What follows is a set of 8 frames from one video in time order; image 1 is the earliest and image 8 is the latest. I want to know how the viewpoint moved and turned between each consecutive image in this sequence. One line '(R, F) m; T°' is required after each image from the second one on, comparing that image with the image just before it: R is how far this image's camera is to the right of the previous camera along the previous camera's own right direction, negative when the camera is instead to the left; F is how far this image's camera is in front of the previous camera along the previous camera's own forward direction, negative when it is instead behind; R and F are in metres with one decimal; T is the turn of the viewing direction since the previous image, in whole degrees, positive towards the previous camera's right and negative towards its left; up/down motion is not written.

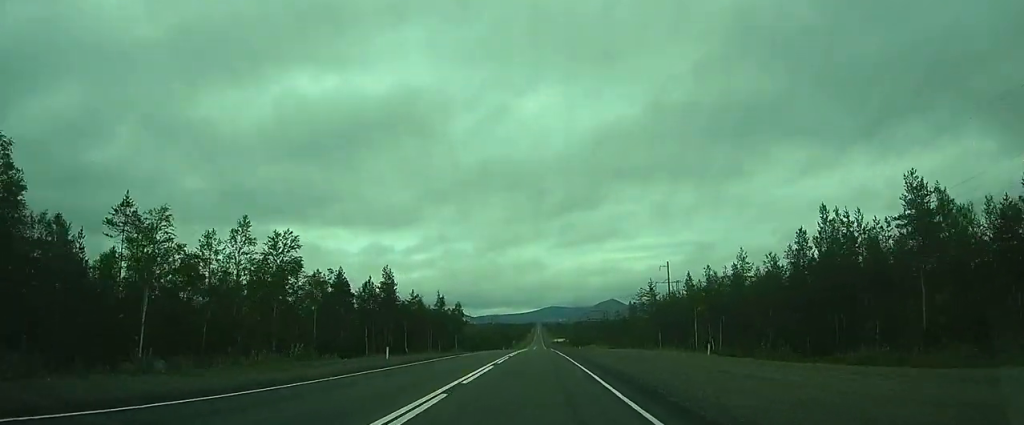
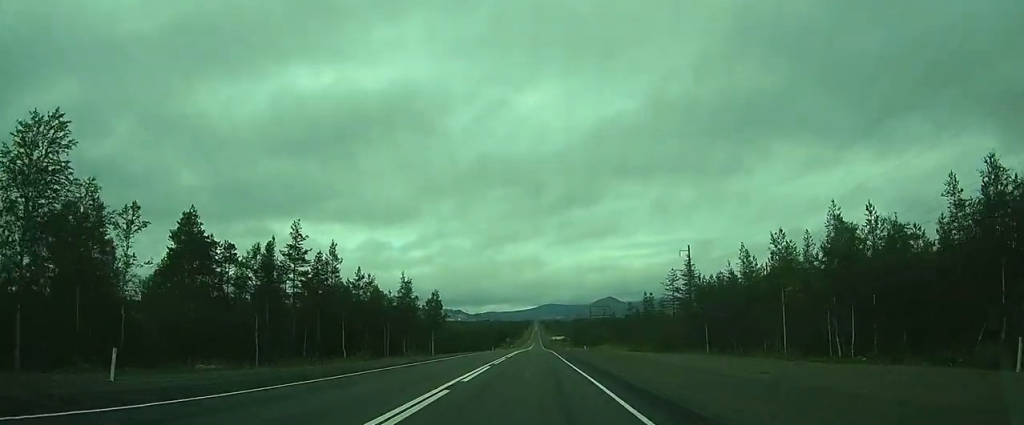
(+0.3, +21.2) m; 0°
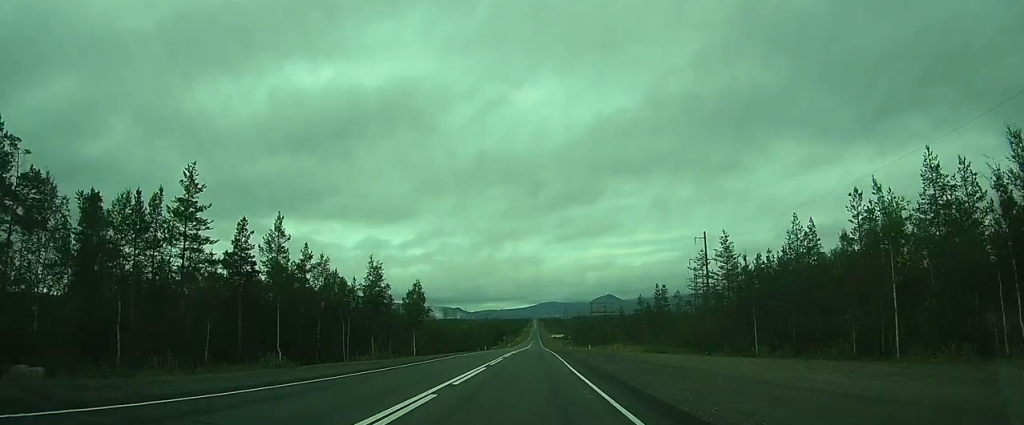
(0.0, +11.8) m; 0°
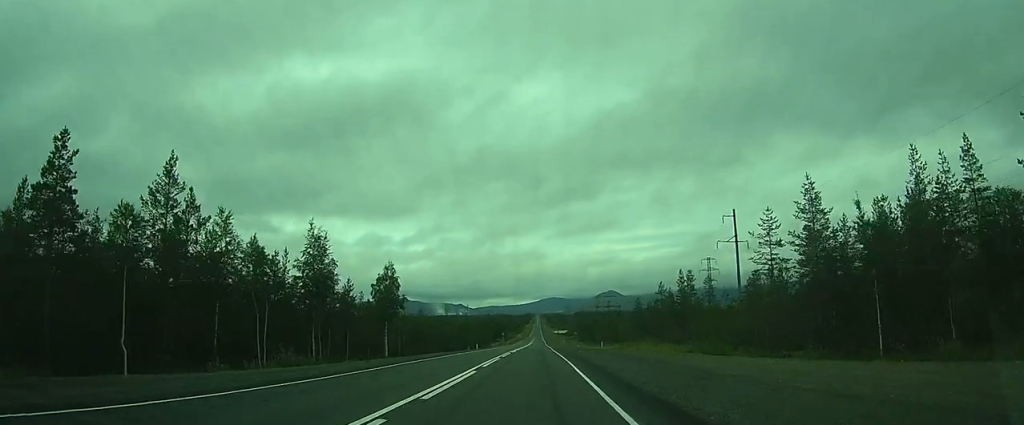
(-0.2, +14.6) m; 0°
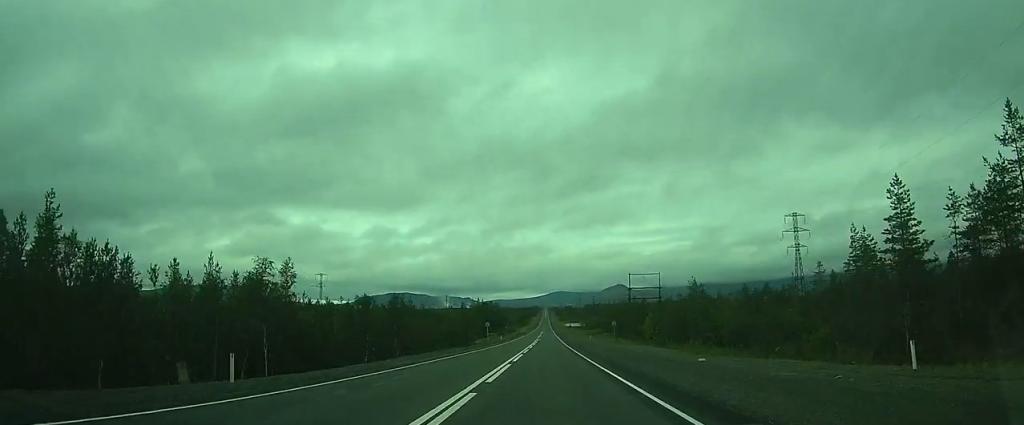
(+1.5, +61.9) m; +2°
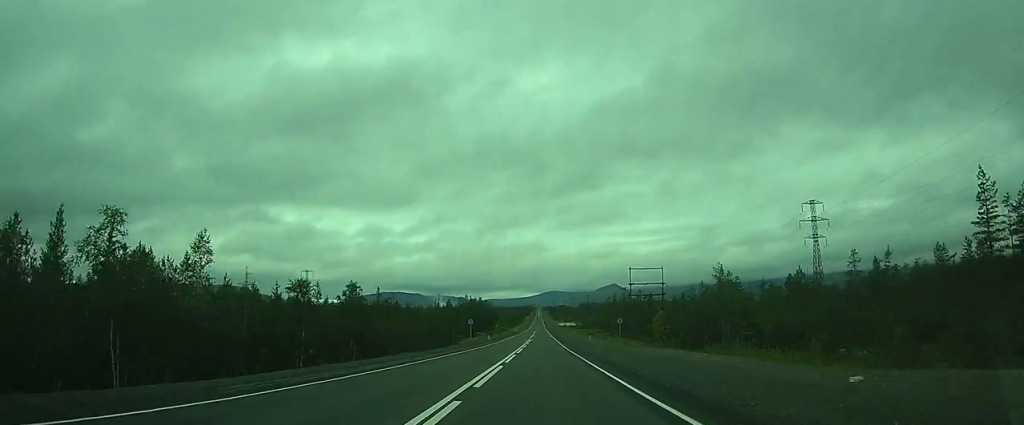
(0.0, +12.7) m; 0°
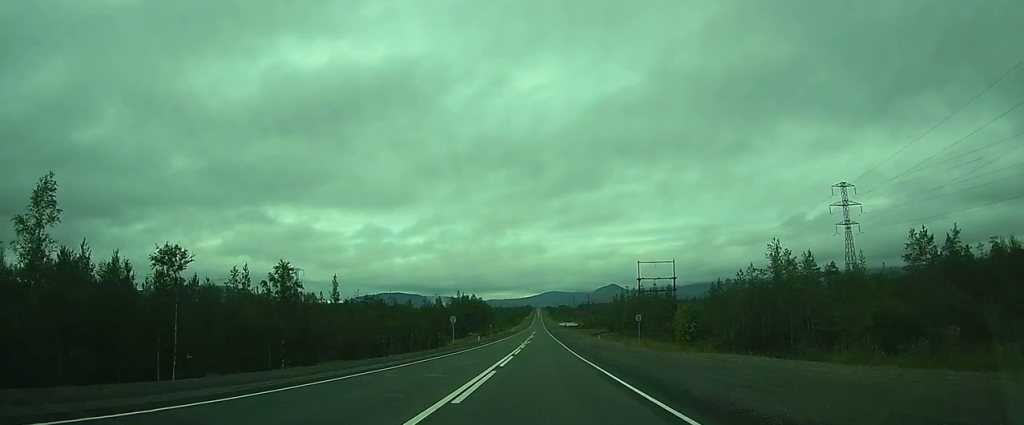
(-0.1, +14.1) m; 0°
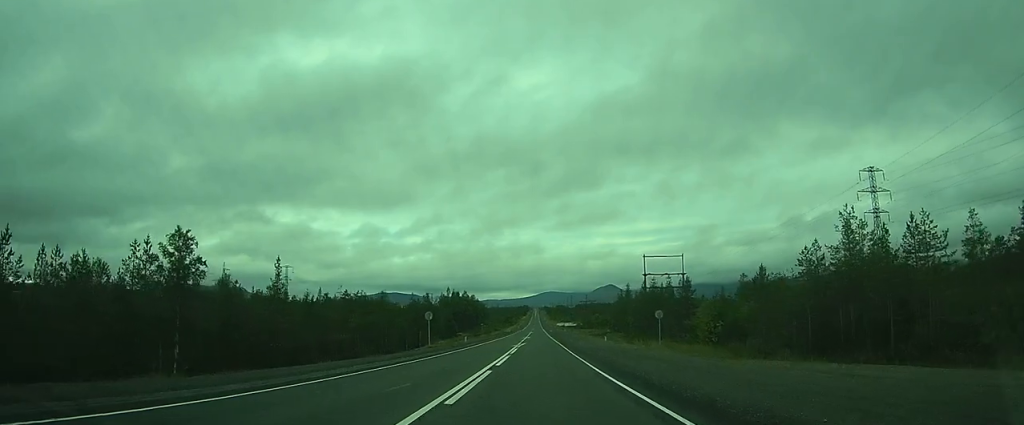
(0.0, +11.3) m; 0°
